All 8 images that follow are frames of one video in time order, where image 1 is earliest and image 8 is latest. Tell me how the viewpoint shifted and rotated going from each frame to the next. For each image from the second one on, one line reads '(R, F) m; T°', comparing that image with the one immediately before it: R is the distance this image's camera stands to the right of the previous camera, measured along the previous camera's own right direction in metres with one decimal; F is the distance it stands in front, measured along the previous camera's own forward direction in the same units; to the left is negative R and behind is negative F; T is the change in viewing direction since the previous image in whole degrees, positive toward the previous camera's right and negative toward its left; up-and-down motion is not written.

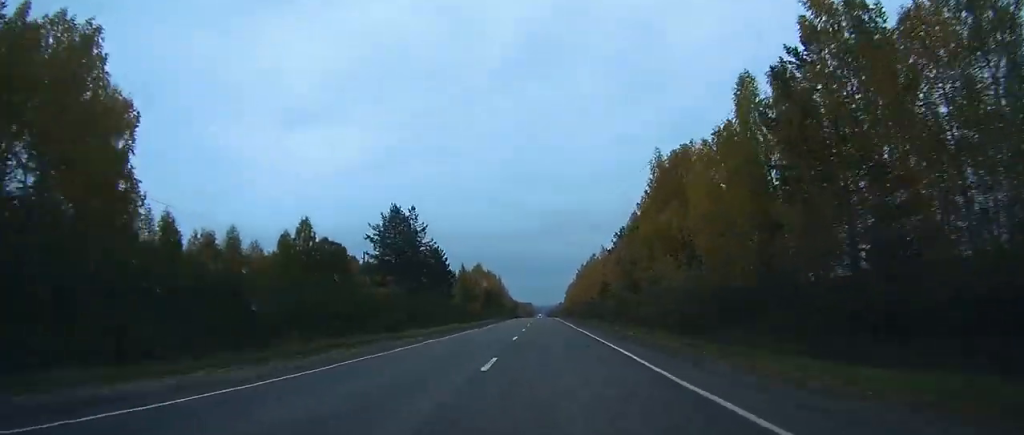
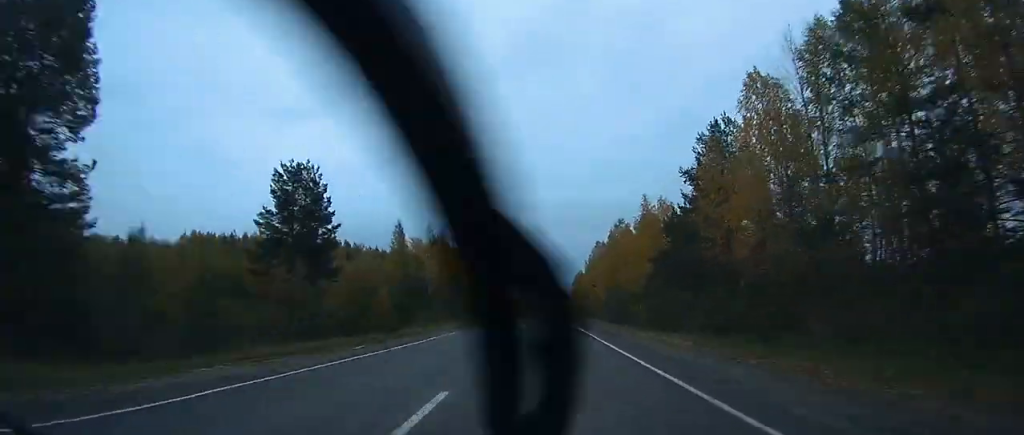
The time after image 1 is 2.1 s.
(-0.2, +64.8) m; 0°
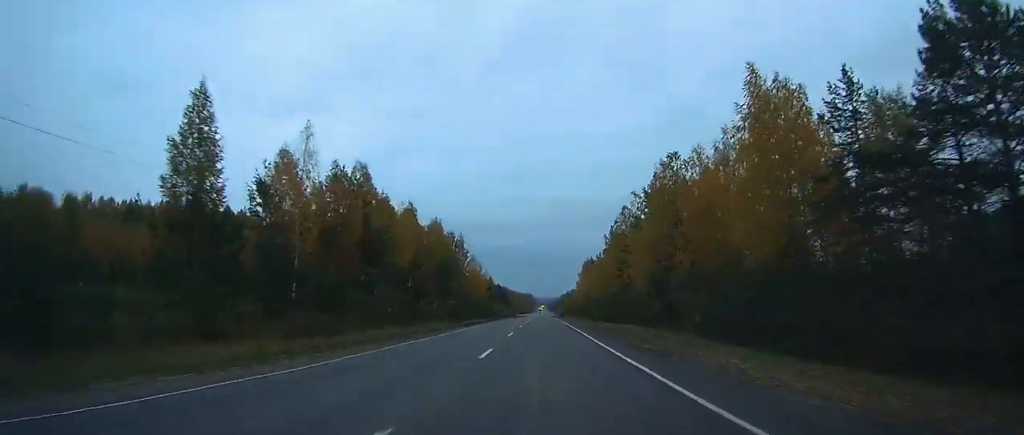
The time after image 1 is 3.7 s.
(-0.2, +48.9) m; 0°
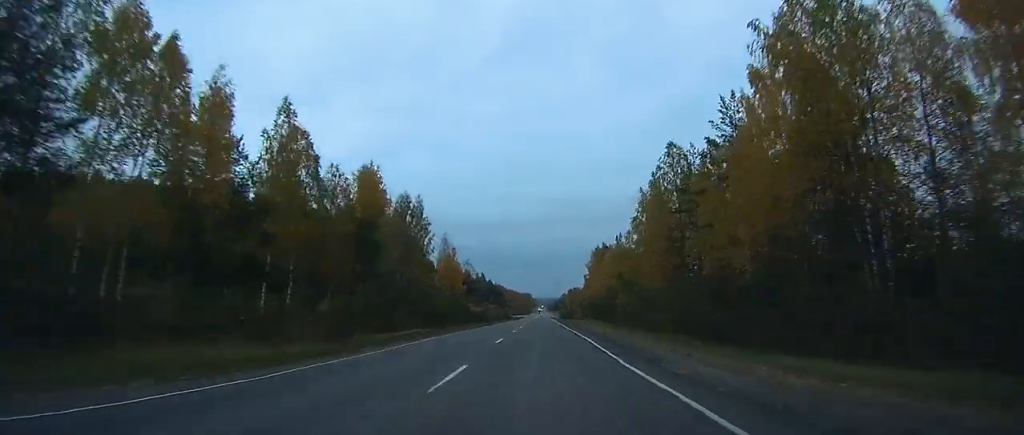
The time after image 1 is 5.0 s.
(-0.1, +40.7) m; 0°
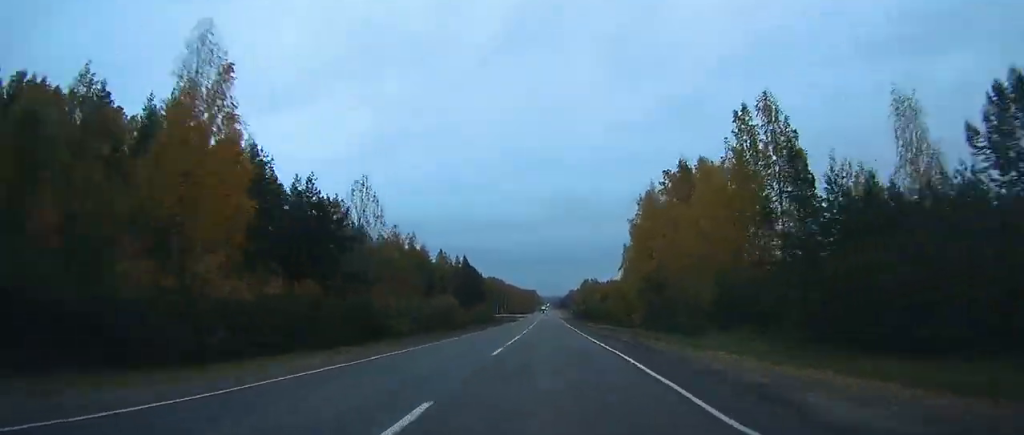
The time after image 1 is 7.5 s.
(+0.2, +82.5) m; 0°
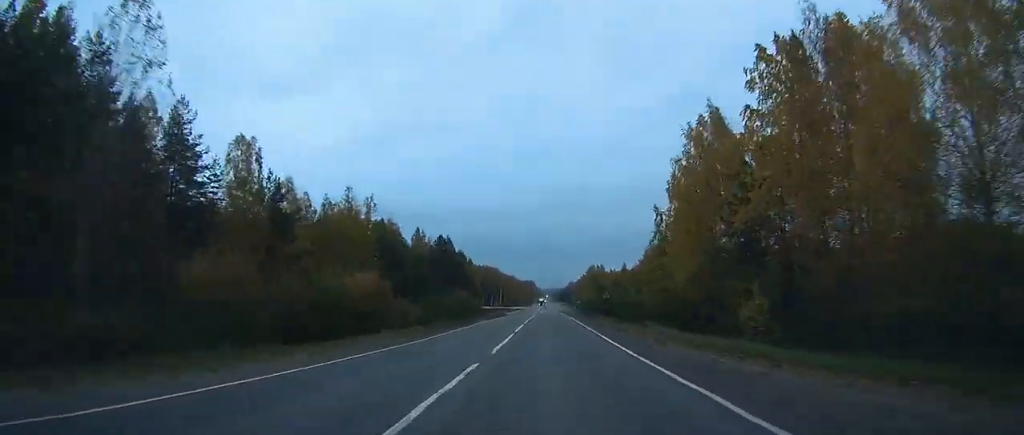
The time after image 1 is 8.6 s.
(-0.1, +34.4) m; 0°
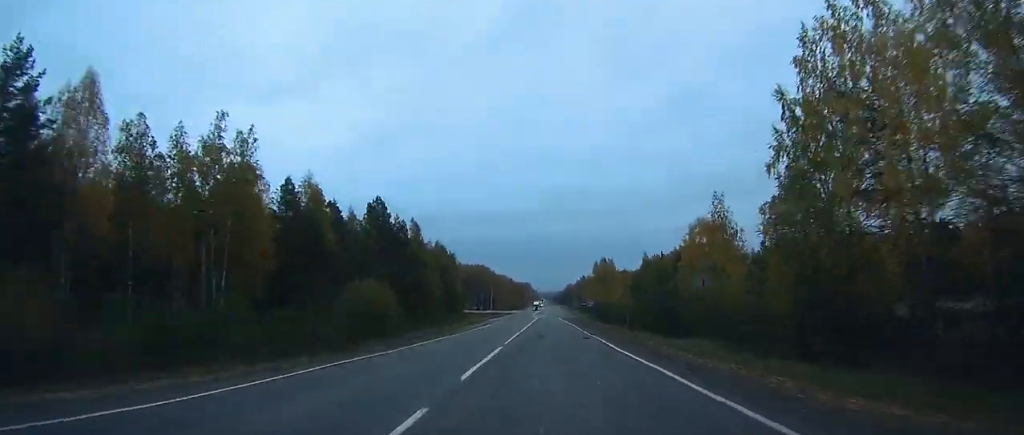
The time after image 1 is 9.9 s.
(0.0, +41.5) m; 0°
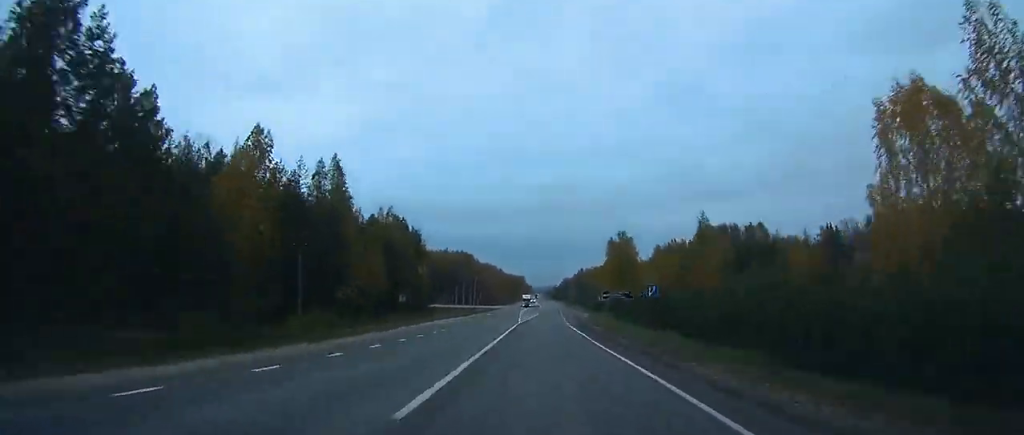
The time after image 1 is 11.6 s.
(+0.1, +50.2) m; 0°
